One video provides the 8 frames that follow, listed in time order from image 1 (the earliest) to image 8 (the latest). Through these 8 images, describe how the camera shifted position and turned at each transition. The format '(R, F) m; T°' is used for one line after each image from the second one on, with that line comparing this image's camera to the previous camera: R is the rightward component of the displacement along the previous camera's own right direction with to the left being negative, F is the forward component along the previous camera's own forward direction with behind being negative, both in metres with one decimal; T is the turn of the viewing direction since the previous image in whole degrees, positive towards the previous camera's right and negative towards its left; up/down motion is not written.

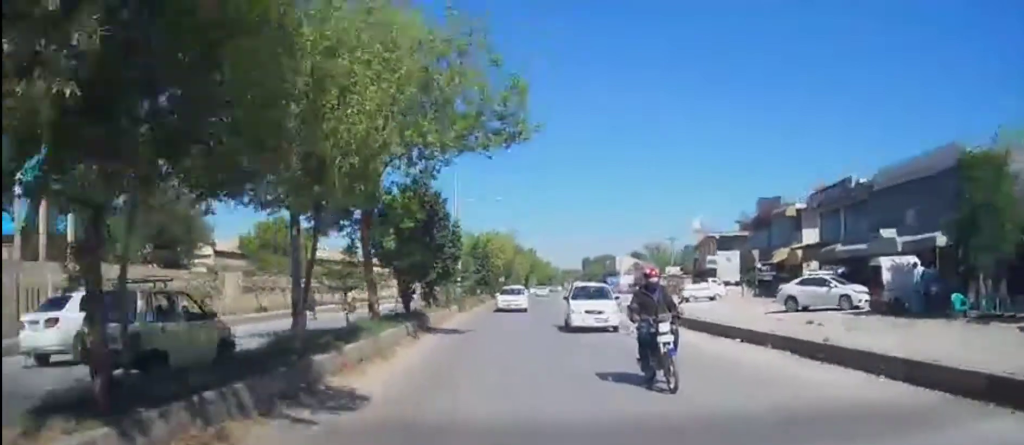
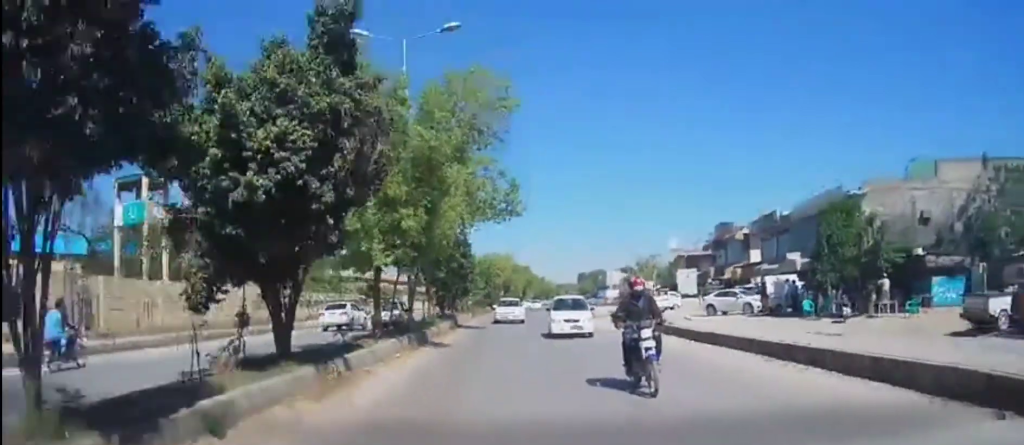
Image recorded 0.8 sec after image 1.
(+0.1, +11.3) m; +3°
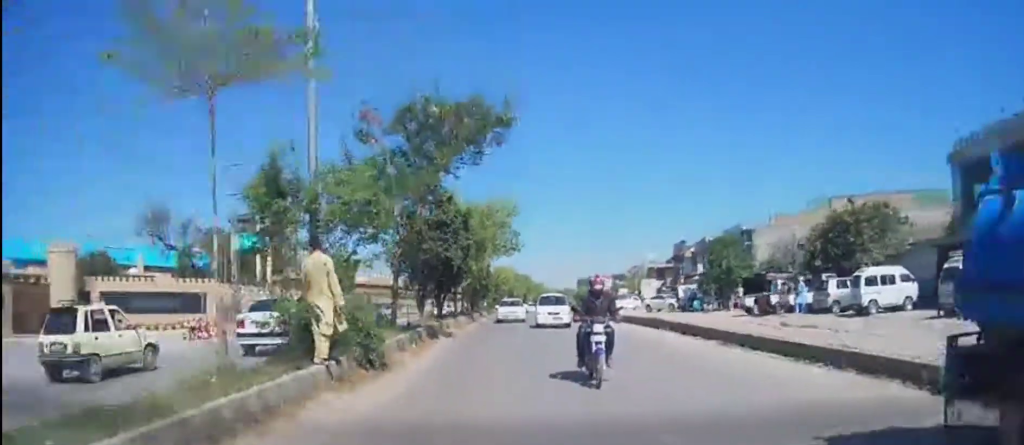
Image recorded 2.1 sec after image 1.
(+0.8, +19.6) m; +1°
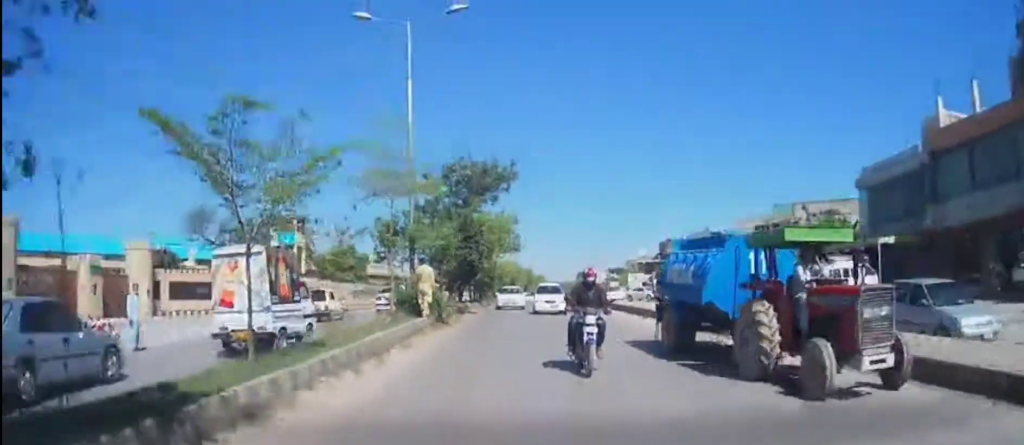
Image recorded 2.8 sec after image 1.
(-0.5, +10.3) m; -2°
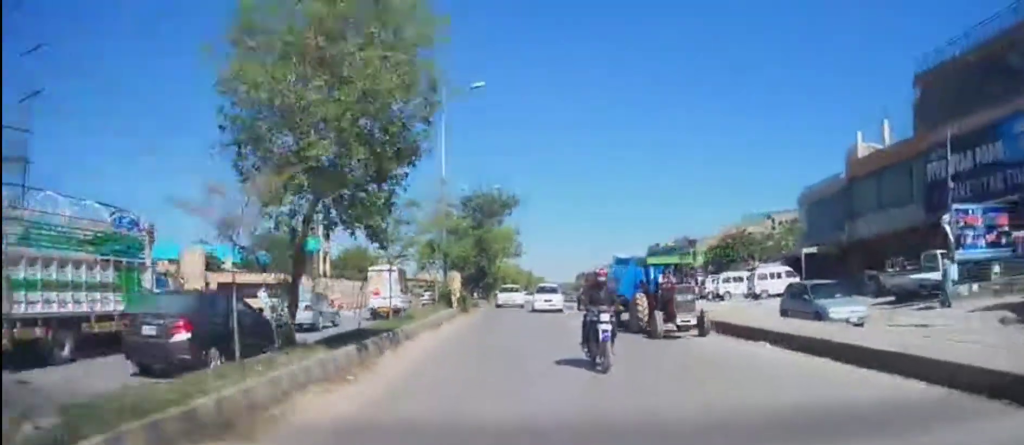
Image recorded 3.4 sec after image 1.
(-0.1, +9.1) m; 0°
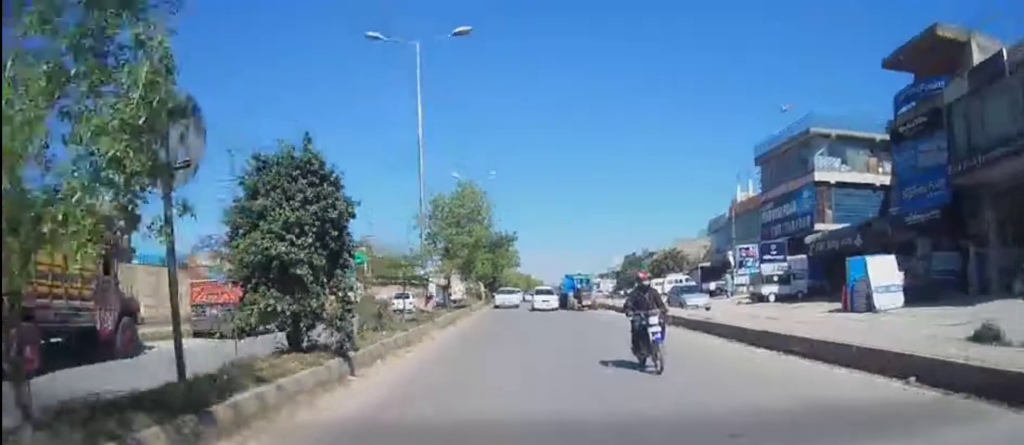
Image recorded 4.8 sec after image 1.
(+0.4, +22.2) m; +2°
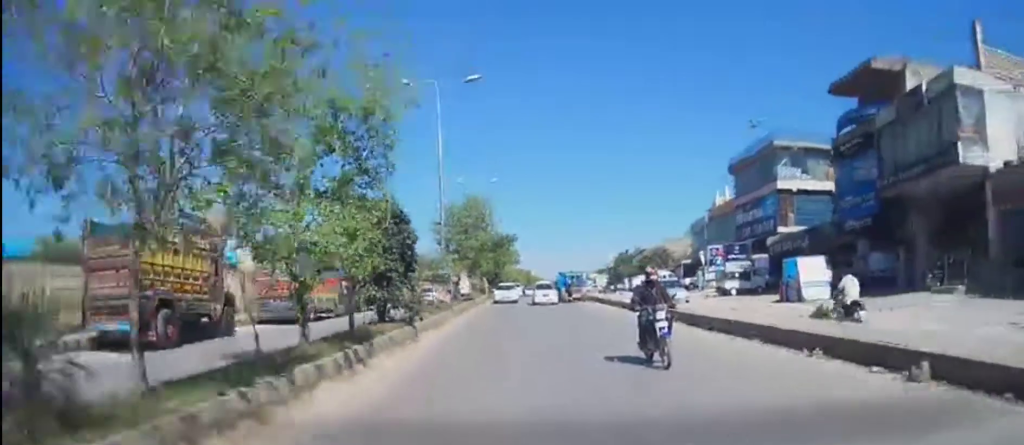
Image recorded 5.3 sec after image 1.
(0.0, +6.4) m; 0°
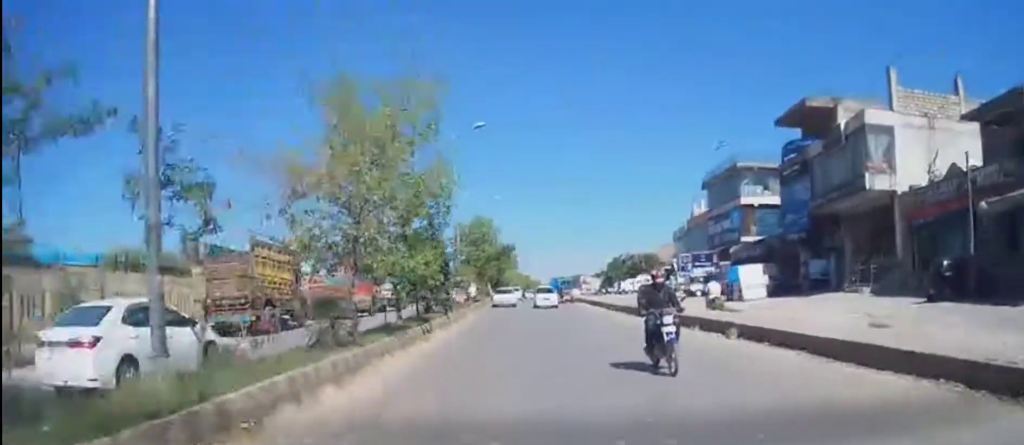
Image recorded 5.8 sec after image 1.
(+0.1, +7.9) m; -1°
